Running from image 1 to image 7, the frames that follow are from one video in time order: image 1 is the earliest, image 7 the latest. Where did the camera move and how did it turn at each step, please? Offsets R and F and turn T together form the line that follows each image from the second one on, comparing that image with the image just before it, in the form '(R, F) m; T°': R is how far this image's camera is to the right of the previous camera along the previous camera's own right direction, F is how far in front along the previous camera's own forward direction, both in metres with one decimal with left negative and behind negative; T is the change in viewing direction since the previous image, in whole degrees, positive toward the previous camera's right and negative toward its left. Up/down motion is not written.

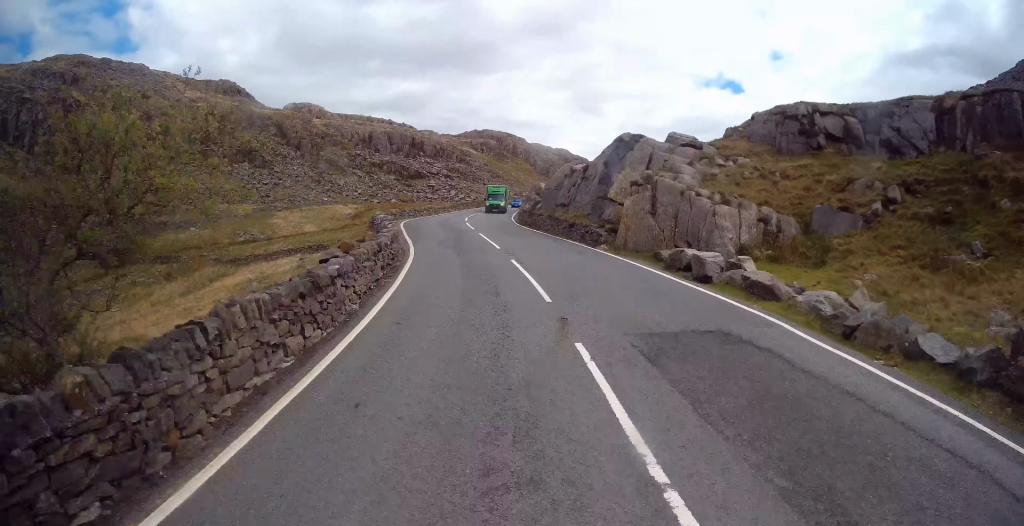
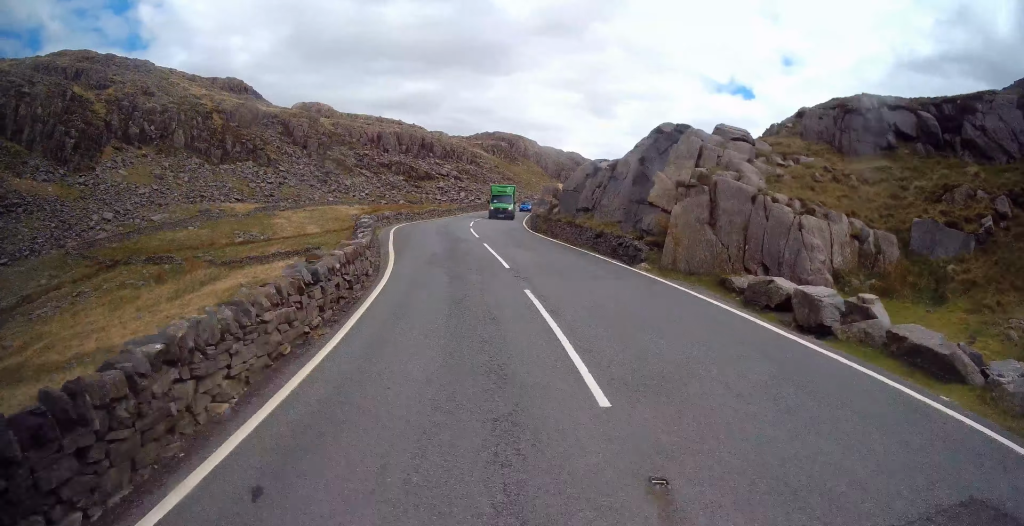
(-0.2, +4.8) m; -3°
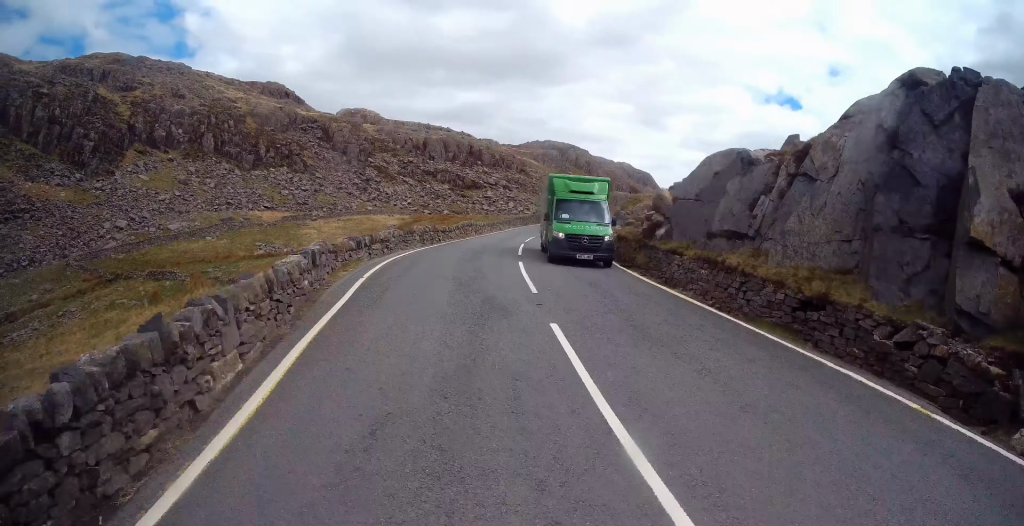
(-0.8, +11.5) m; -6°
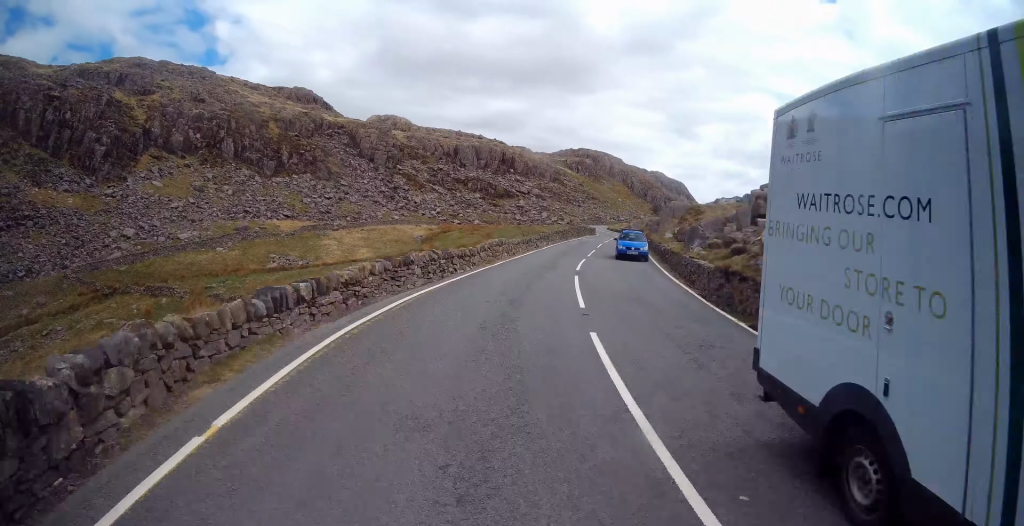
(-0.2, +7.7) m; -1°
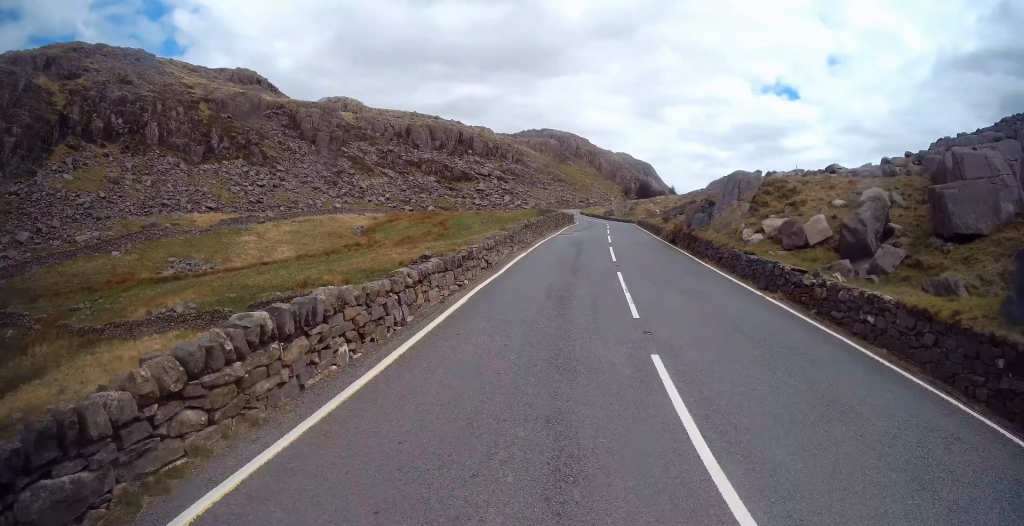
(+0.5, +18.9) m; +5°
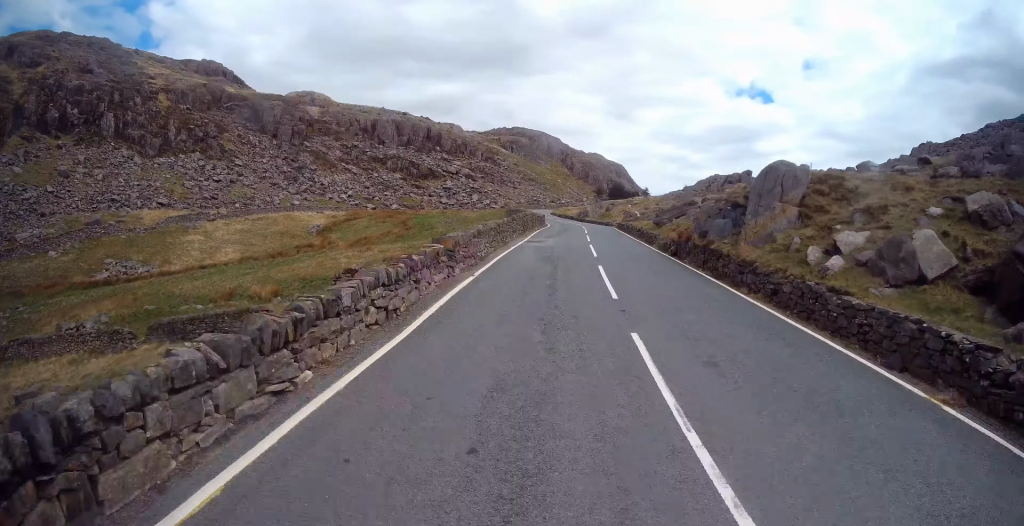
(+0.2, +7.0) m; +2°
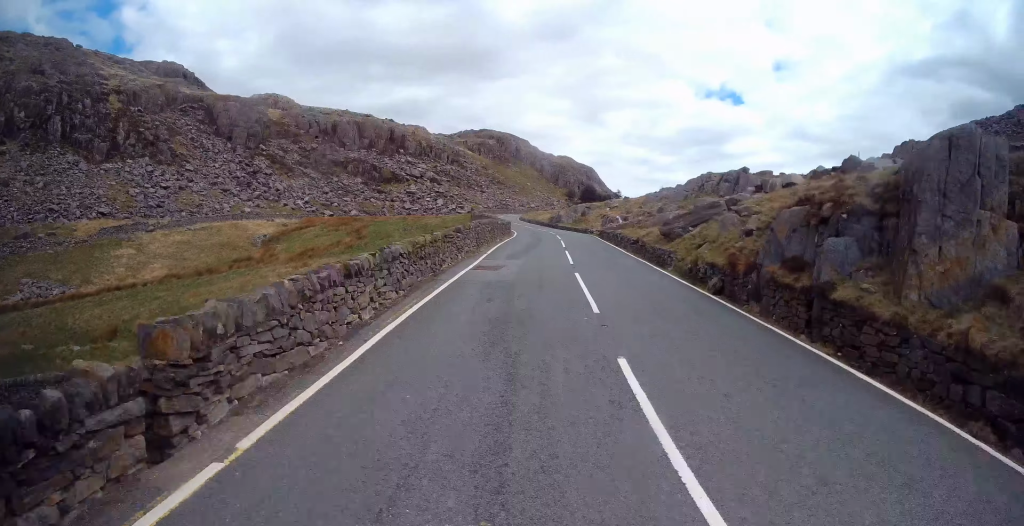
(0.0, +9.3) m; +3°
